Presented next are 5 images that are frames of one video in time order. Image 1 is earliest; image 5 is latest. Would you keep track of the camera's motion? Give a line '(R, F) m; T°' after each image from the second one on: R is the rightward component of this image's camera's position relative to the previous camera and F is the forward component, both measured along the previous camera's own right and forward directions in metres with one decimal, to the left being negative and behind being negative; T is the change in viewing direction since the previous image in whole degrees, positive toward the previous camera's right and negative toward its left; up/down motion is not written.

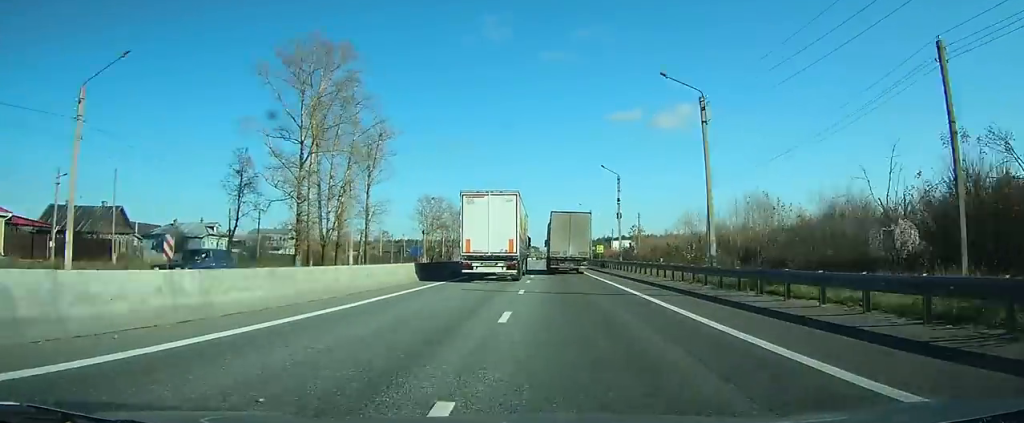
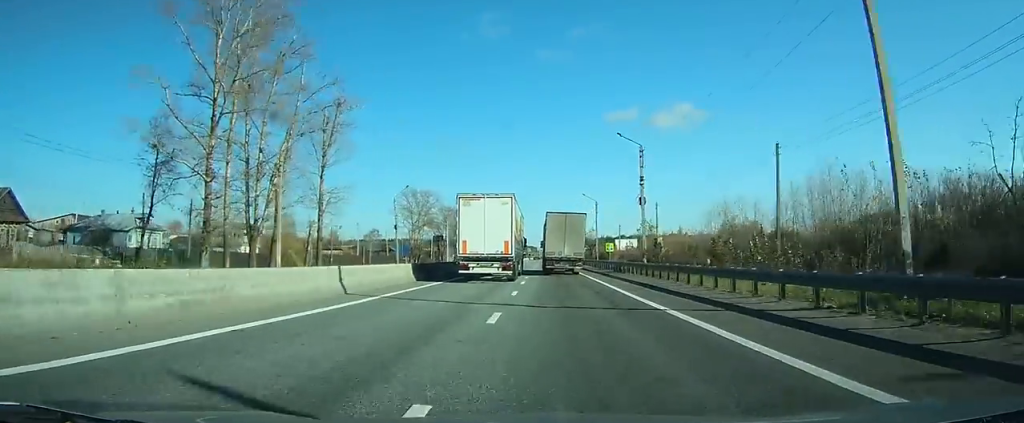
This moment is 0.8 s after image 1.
(0.0, +15.7) m; 0°
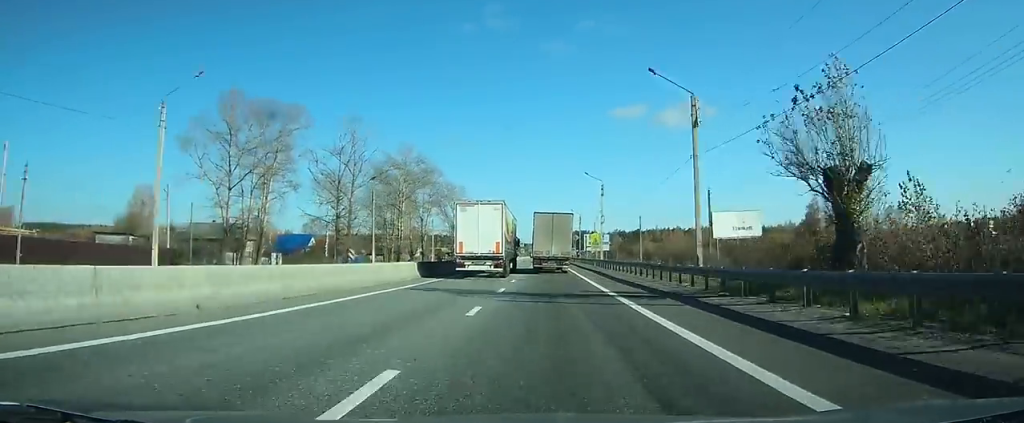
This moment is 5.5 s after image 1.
(+0.2, +91.6) m; 0°
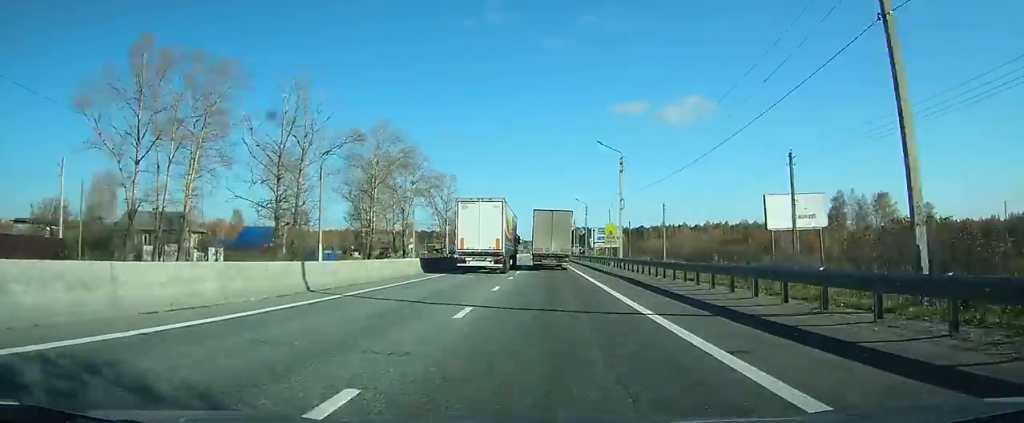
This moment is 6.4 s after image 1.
(+0.1, +17.7) m; 0°
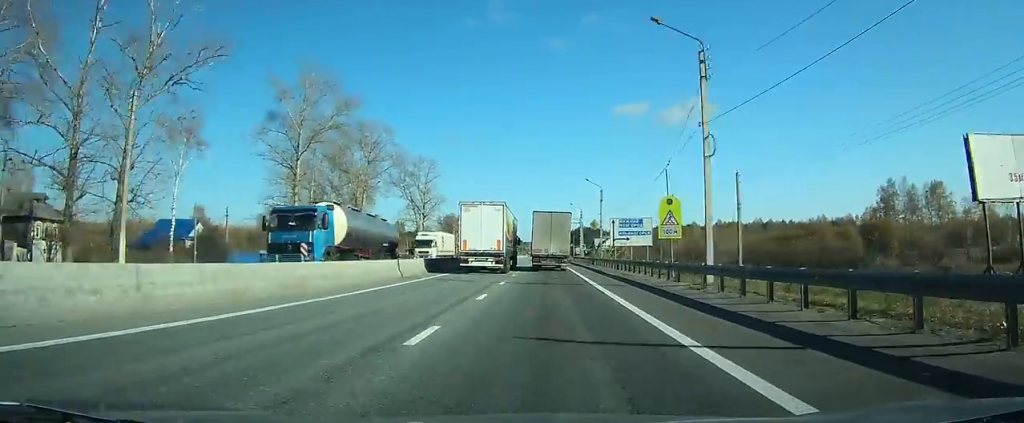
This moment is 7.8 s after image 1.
(-0.1, +28.3) m; 0°
